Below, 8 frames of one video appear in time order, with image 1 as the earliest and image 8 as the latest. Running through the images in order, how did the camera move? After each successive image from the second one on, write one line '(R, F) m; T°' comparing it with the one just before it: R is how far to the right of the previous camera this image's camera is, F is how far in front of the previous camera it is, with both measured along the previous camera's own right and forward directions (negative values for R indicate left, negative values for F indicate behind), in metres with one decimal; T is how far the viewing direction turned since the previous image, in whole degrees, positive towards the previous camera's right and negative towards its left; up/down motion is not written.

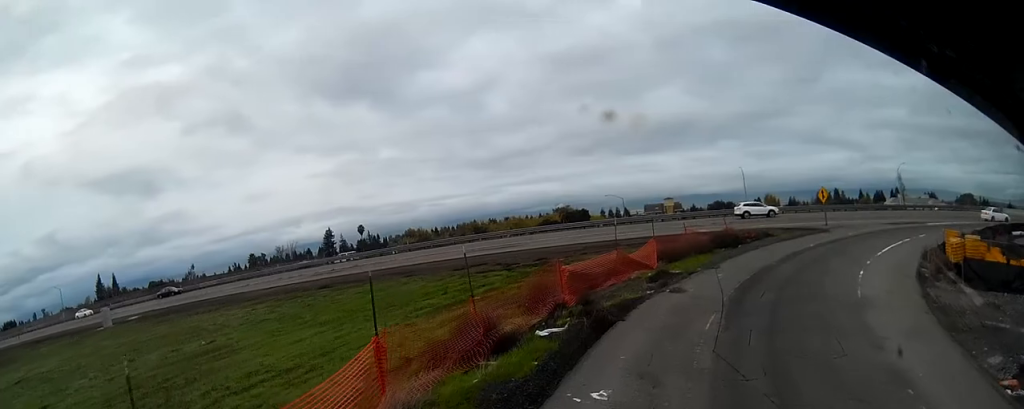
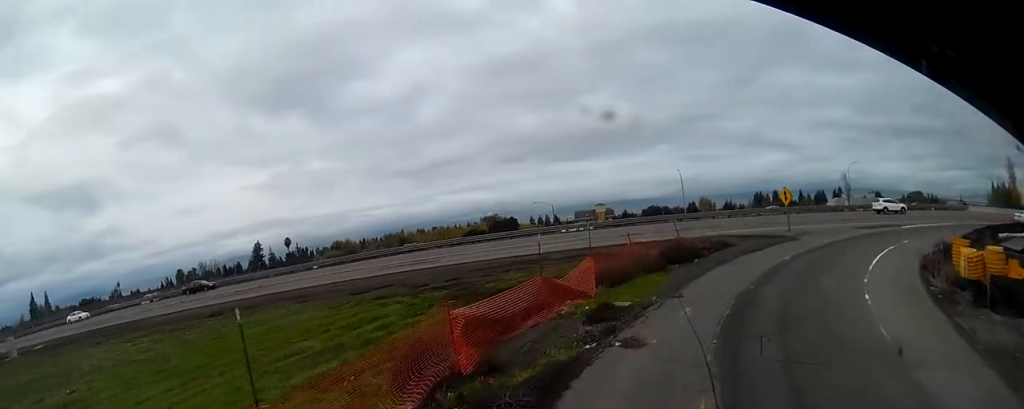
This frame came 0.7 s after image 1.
(+0.2, +5.7) m; +9°
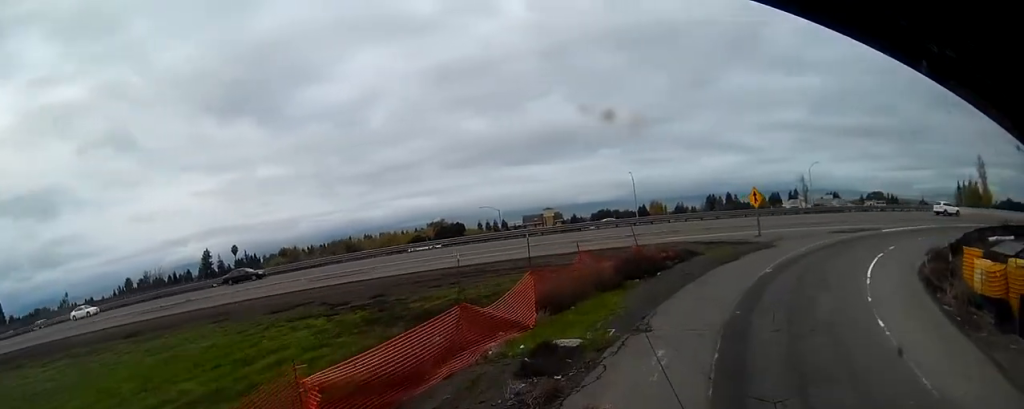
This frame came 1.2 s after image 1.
(+0.5, +3.8) m; +5°
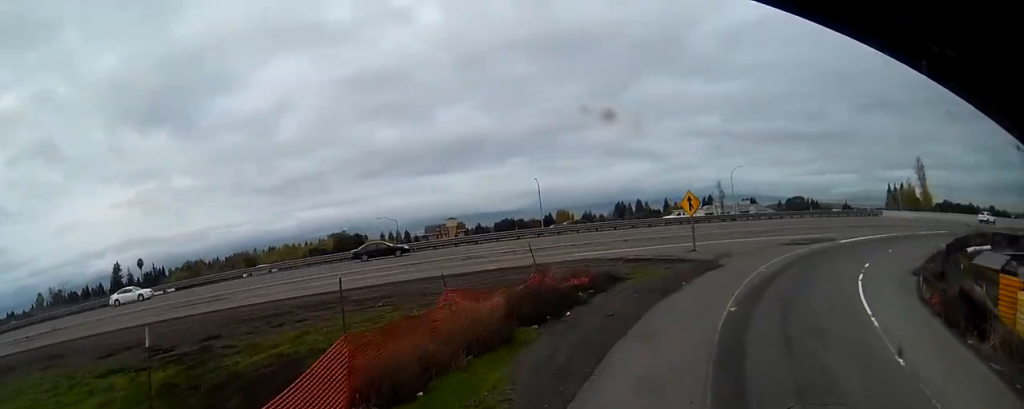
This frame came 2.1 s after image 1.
(+0.5, +6.4) m; +8°
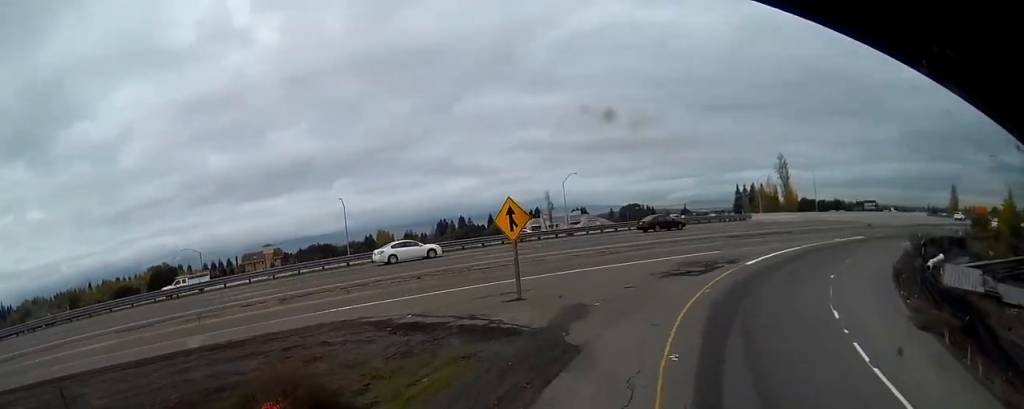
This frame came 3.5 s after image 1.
(+1.2, +10.9) m; +16°
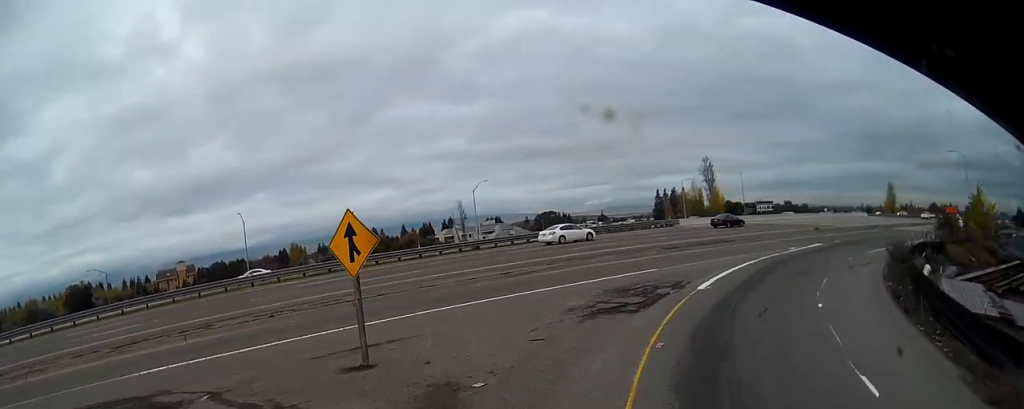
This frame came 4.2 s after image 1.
(+0.5, +5.8) m; +7°
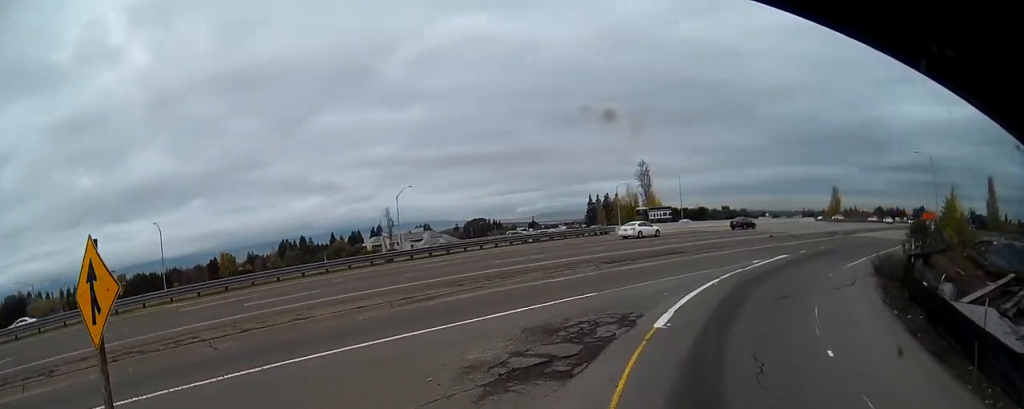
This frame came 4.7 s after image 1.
(+0.2, +4.8) m; +5°
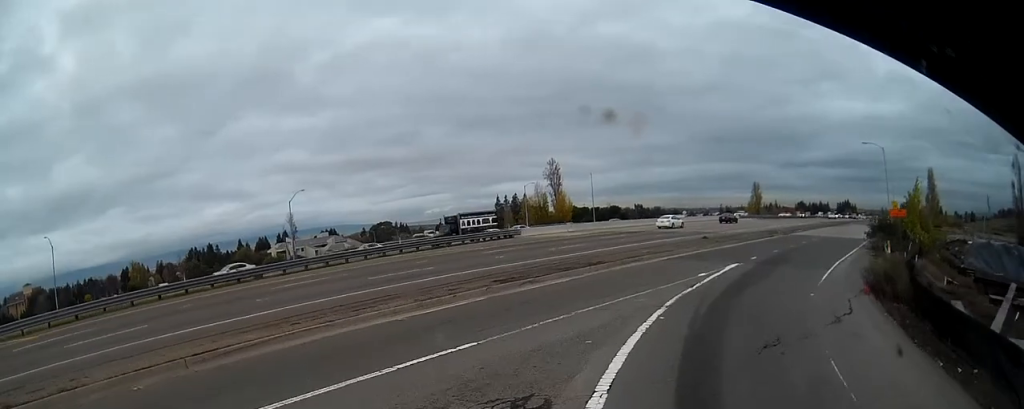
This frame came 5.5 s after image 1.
(+0.3, +7.0) m; +5°
